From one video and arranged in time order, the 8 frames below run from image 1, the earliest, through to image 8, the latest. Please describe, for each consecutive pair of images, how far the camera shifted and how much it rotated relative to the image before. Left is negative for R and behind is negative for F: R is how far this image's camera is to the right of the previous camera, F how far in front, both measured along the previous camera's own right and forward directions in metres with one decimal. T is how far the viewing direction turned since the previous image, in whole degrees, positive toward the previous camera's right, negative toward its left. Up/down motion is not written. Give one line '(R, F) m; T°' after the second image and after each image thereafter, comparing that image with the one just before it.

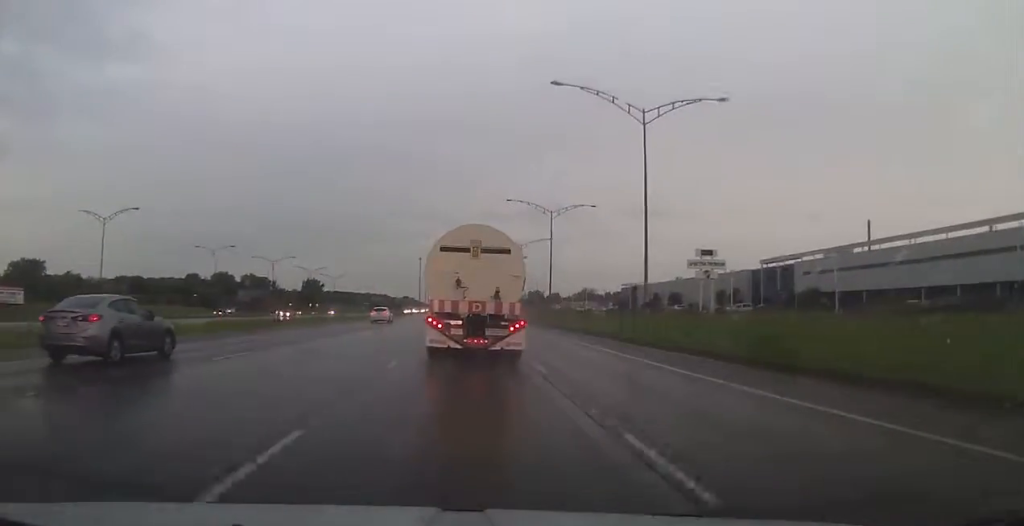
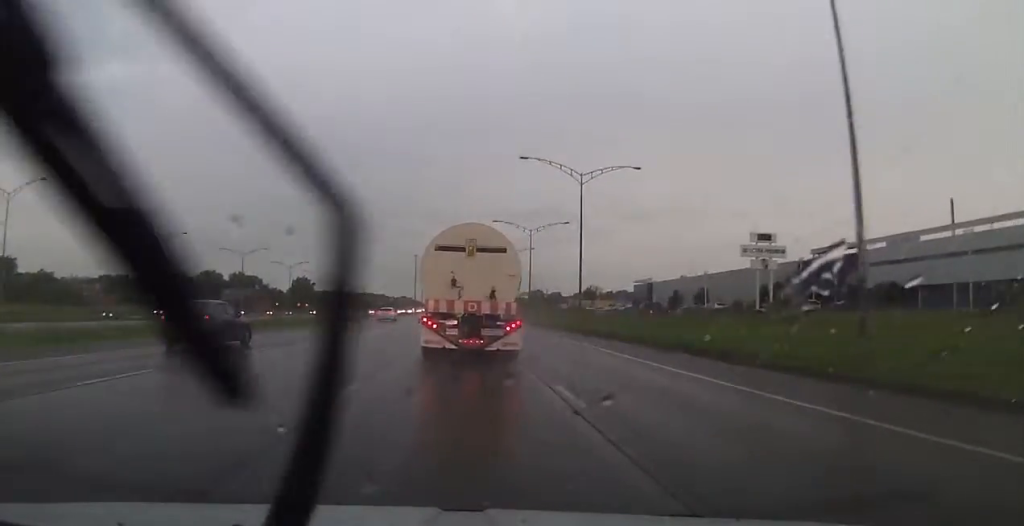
(-0.3, +21.6) m; 0°
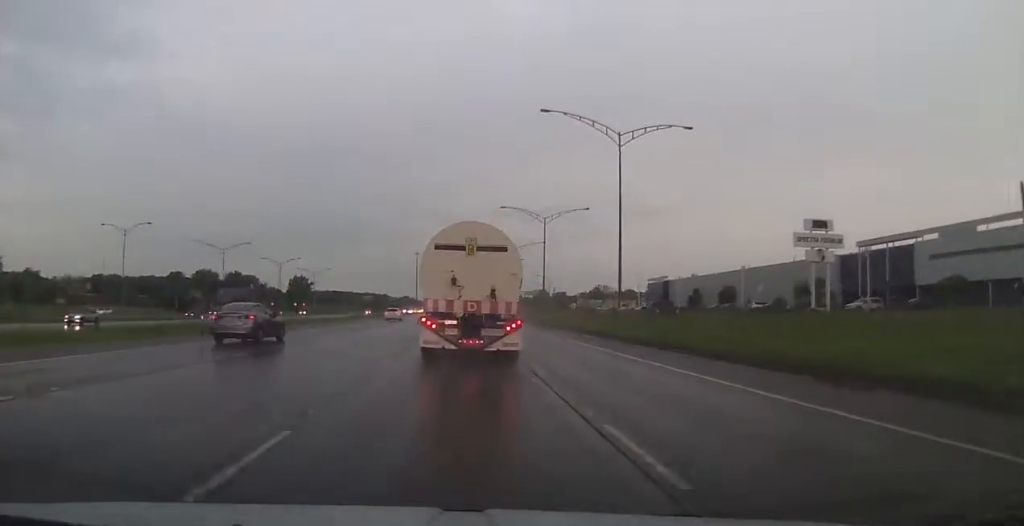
(+0.1, +13.7) m; 0°
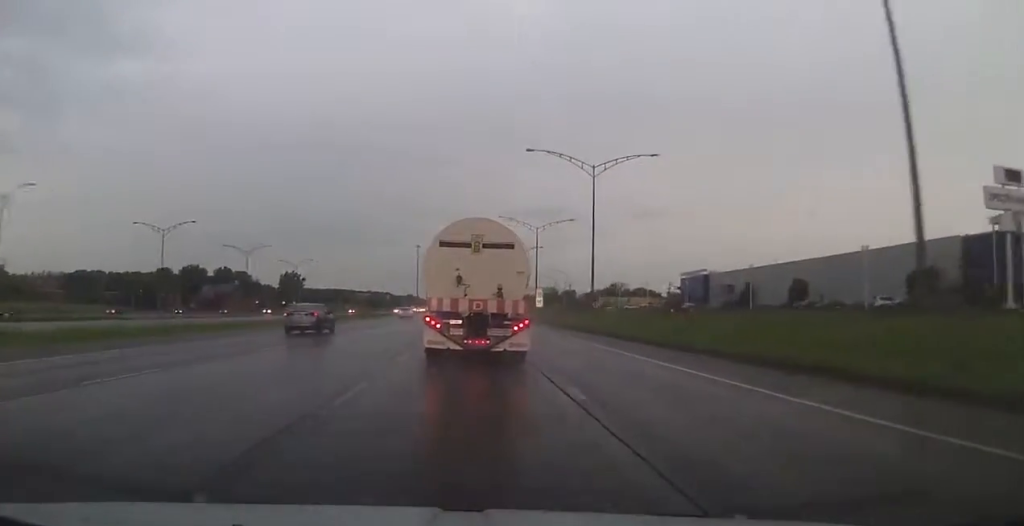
(-0.1, +29.8) m; 0°
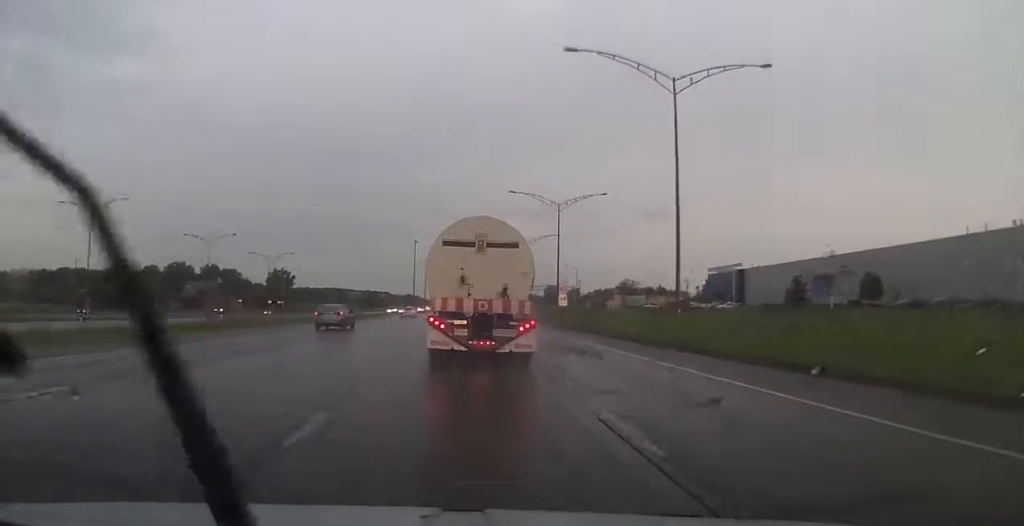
(+0.1, +22.0) m; 0°
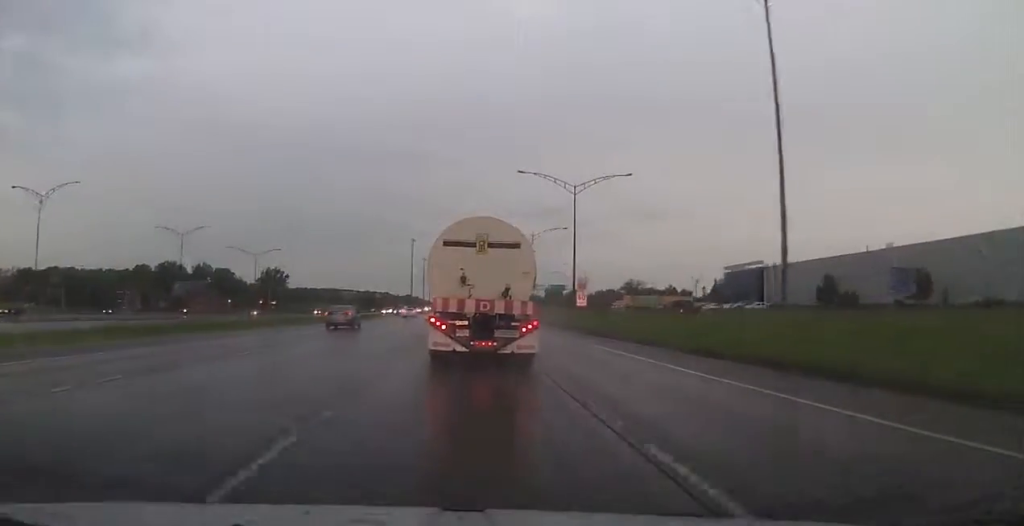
(0.0, +11.4) m; 0°
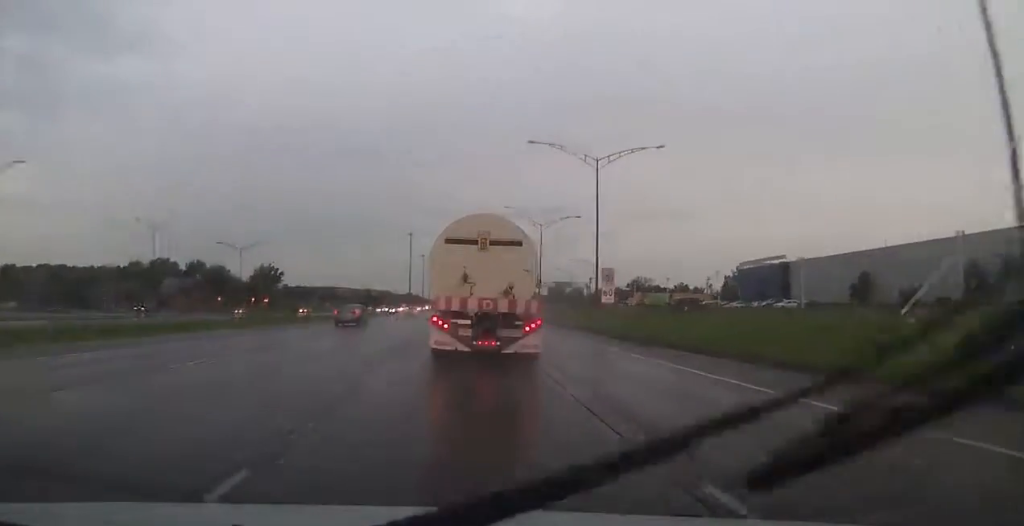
(-0.1, +10.7) m; 0°
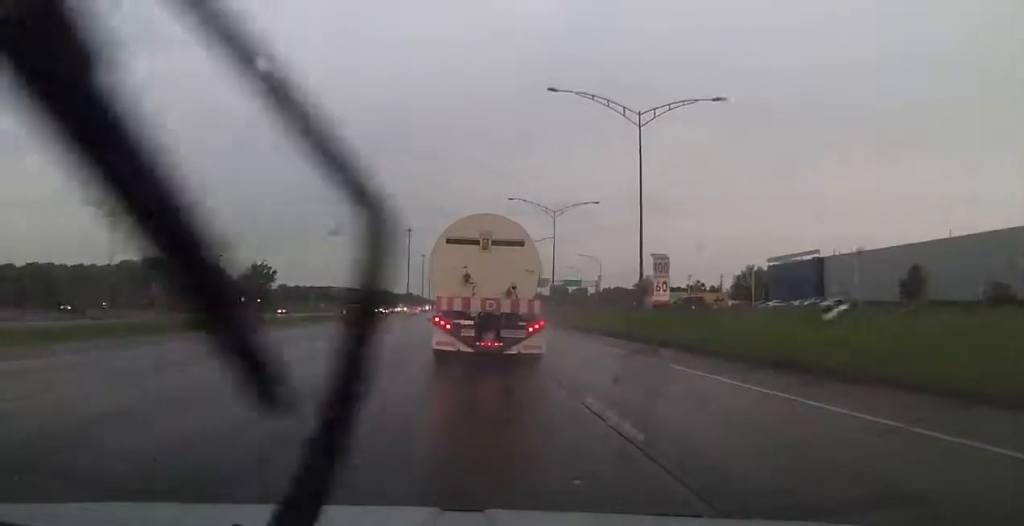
(0.0, +13.0) m; 0°
